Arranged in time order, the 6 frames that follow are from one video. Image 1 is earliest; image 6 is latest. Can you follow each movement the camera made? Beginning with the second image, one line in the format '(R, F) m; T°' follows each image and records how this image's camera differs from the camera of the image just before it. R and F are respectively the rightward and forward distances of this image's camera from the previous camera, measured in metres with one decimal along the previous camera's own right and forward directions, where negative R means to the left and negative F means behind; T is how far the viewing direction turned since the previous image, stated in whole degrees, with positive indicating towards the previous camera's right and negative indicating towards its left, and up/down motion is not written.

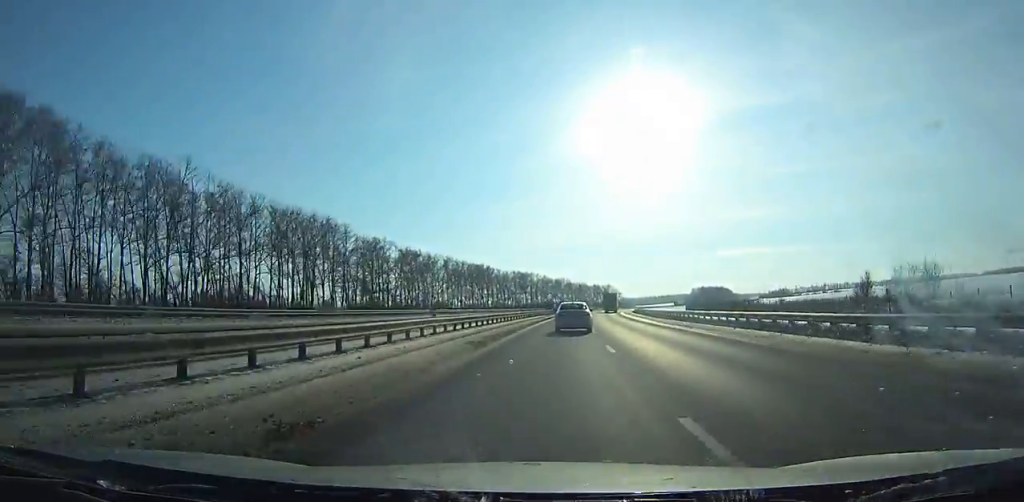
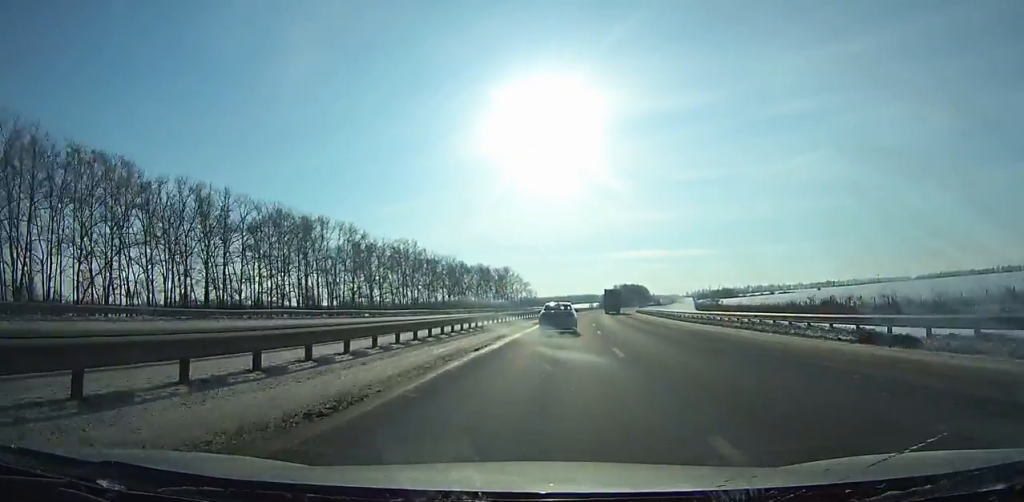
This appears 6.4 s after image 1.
(+16.2, +180.9) m; +11°
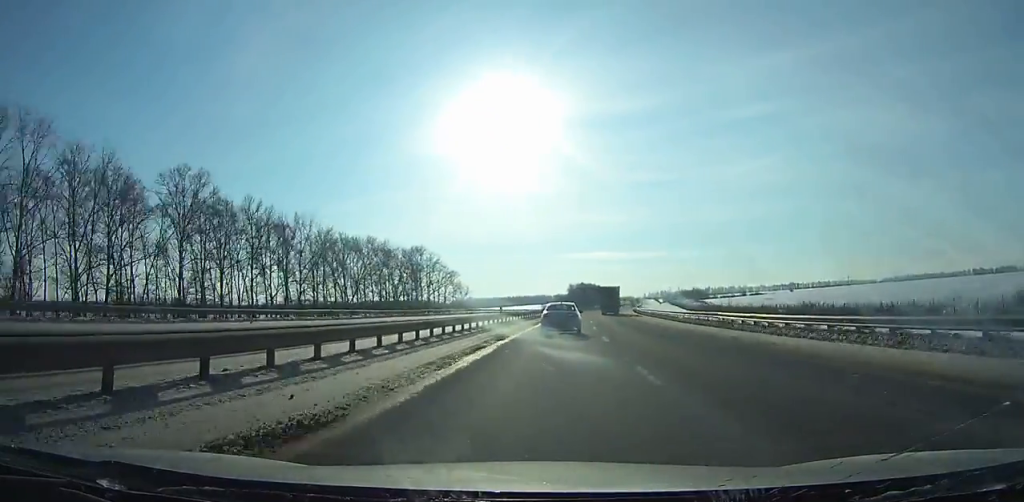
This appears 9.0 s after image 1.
(+3.1, +75.1) m; +4°
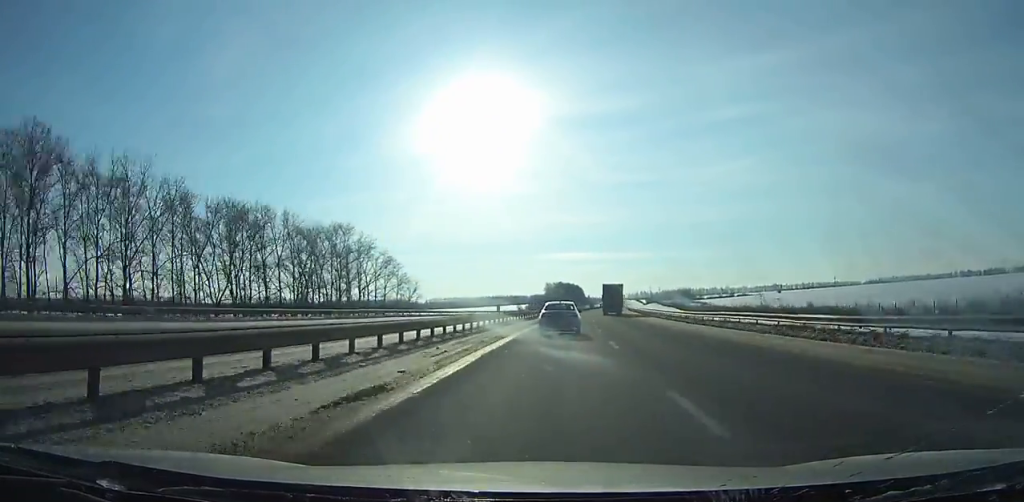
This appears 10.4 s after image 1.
(+0.2, +40.6) m; +2°
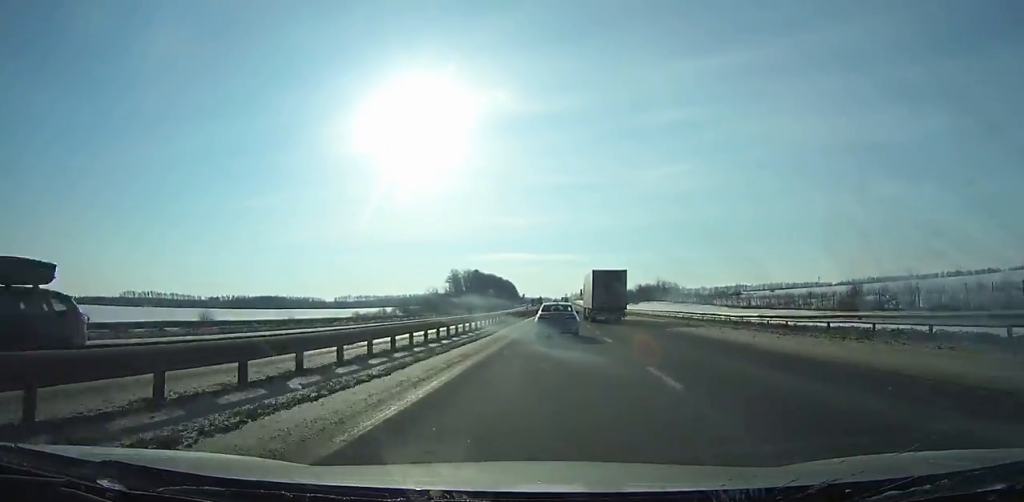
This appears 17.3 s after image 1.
(+11.9, +198.8) m; +4°
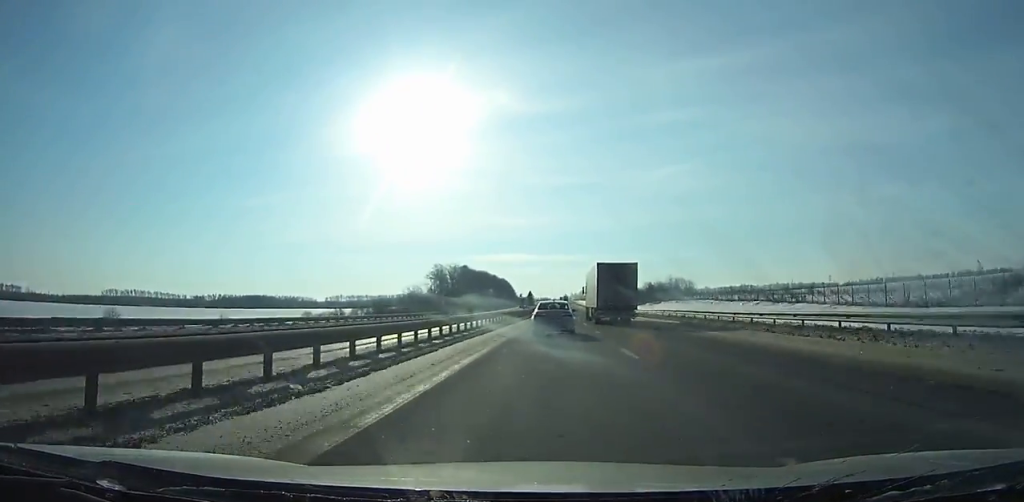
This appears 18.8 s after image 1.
(+0.1, +43.2) m; 0°
